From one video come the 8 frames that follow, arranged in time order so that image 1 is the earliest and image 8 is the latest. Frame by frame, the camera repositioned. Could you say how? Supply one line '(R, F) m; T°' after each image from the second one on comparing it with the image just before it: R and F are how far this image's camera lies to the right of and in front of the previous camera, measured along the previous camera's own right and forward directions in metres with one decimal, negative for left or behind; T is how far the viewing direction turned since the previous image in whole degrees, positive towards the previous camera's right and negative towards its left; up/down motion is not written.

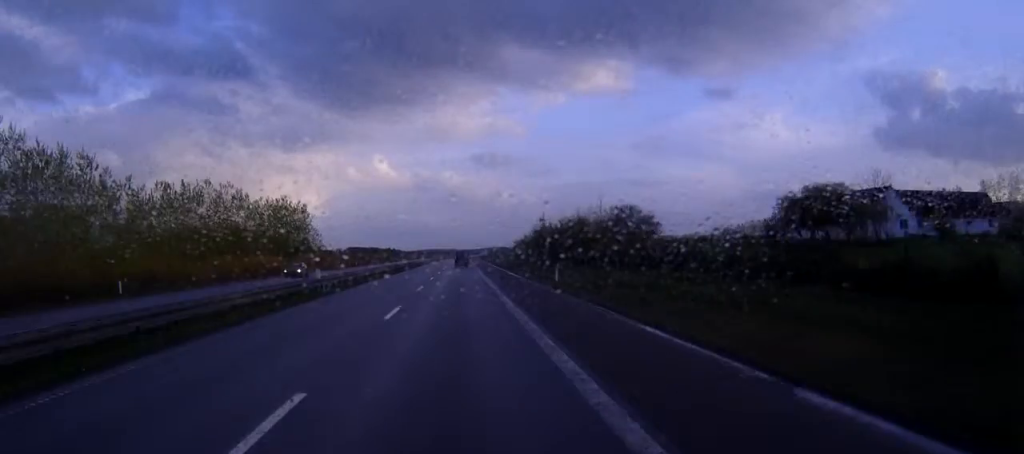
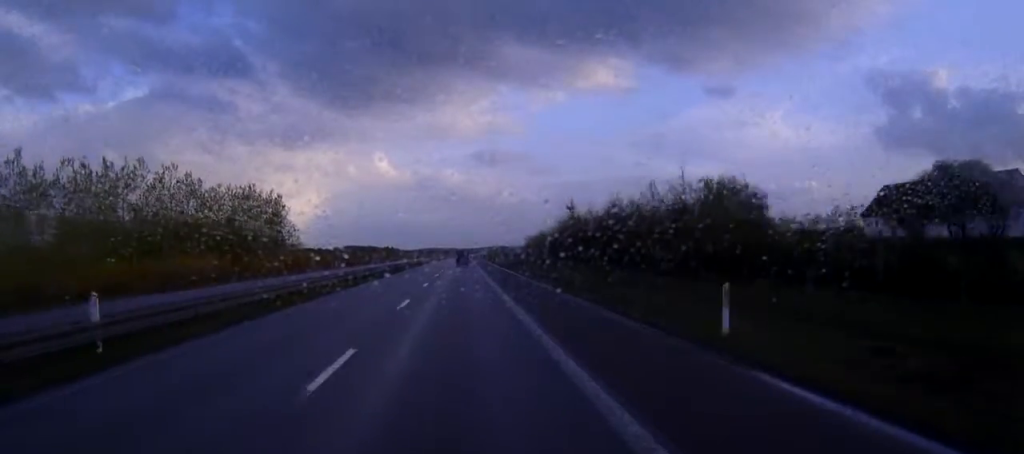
(0.0, +25.4) m; 0°
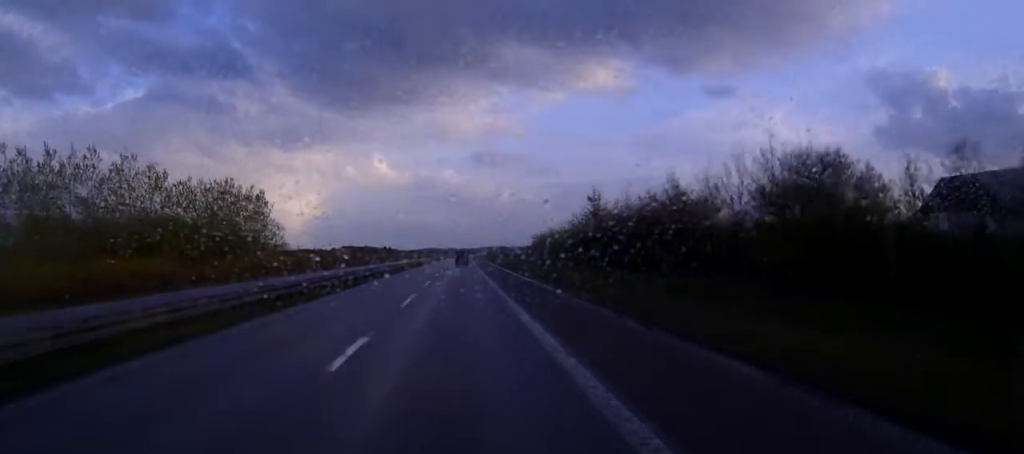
(0.0, +13.1) m; 0°
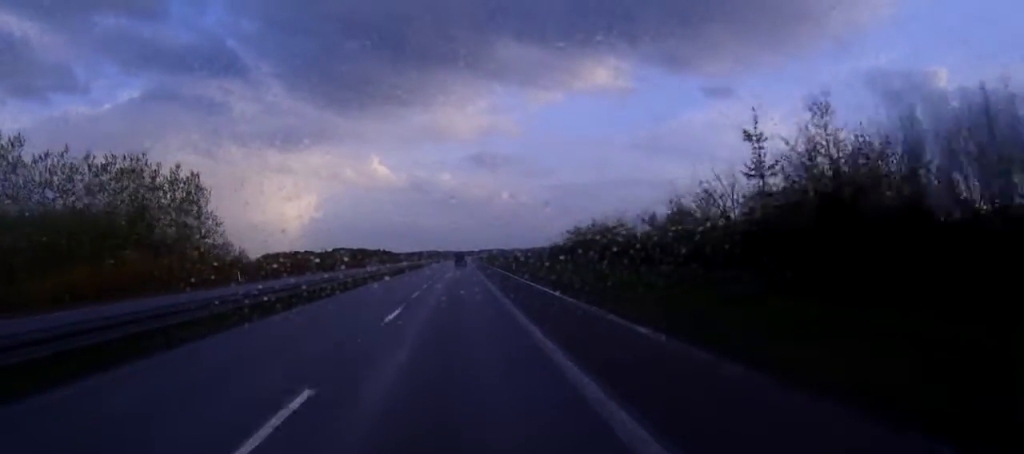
(0.0, +35.8) m; 0°
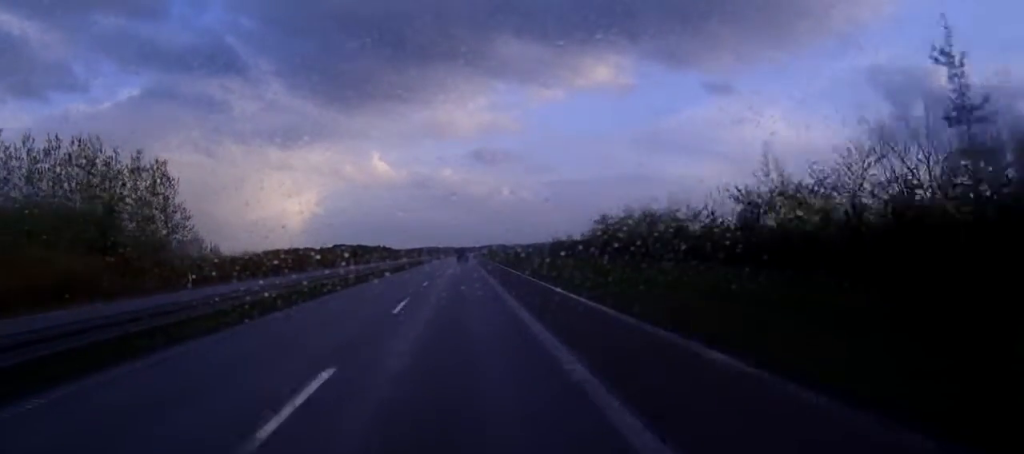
(0.0, +13.1) m; 0°
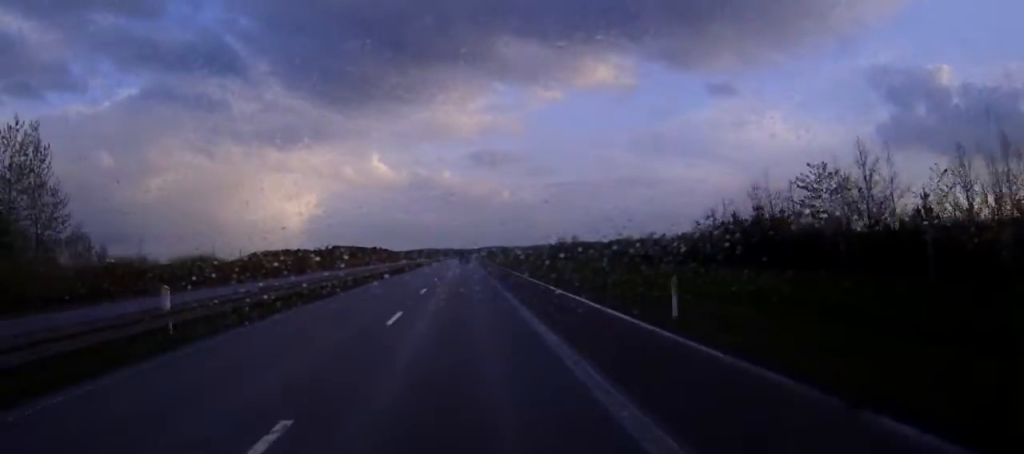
(-0.1, +33.3) m; 0°
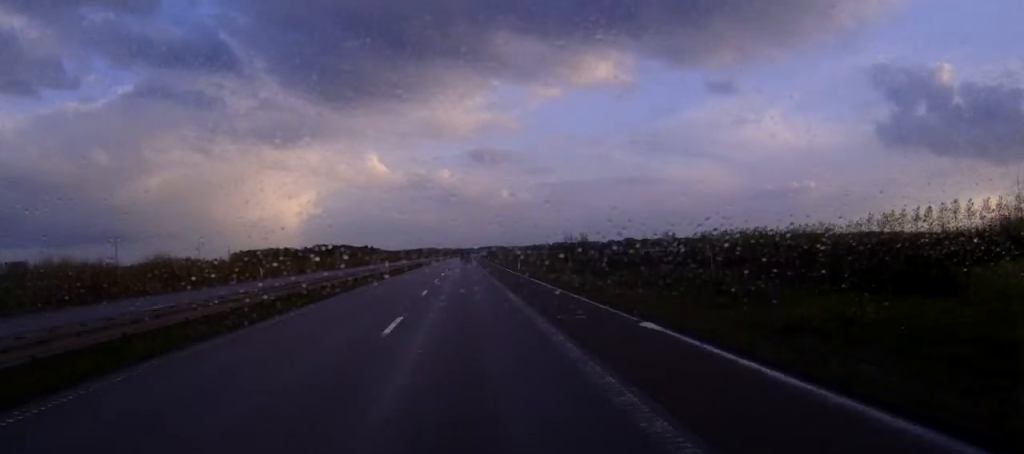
(+0.2, +46.7) m; +1°
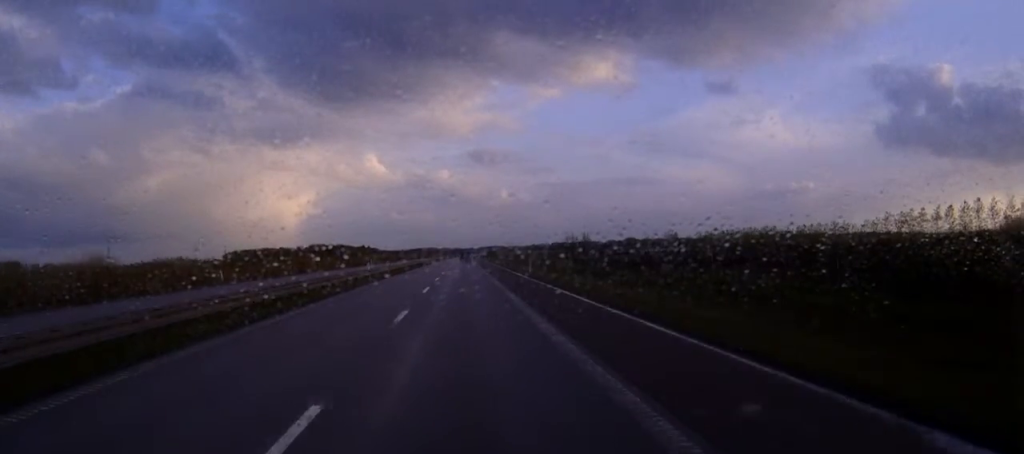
(0.0, +12.3) m; 0°
